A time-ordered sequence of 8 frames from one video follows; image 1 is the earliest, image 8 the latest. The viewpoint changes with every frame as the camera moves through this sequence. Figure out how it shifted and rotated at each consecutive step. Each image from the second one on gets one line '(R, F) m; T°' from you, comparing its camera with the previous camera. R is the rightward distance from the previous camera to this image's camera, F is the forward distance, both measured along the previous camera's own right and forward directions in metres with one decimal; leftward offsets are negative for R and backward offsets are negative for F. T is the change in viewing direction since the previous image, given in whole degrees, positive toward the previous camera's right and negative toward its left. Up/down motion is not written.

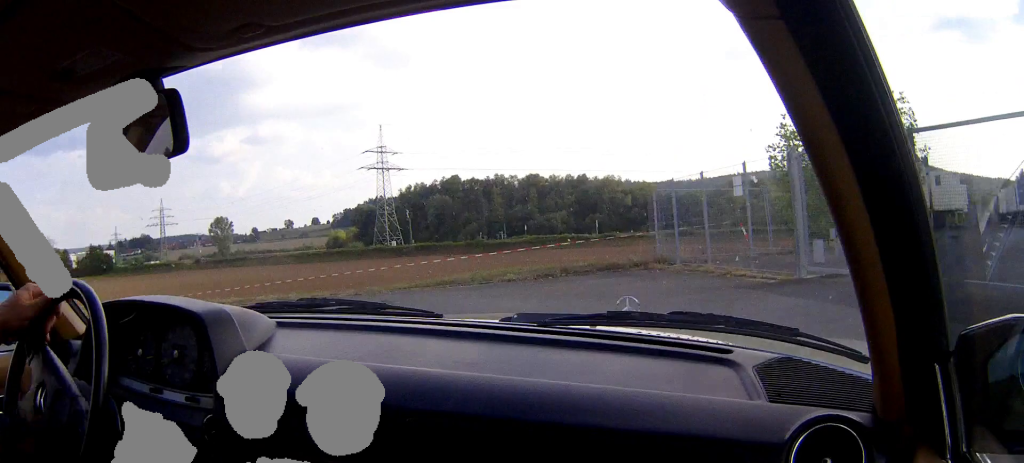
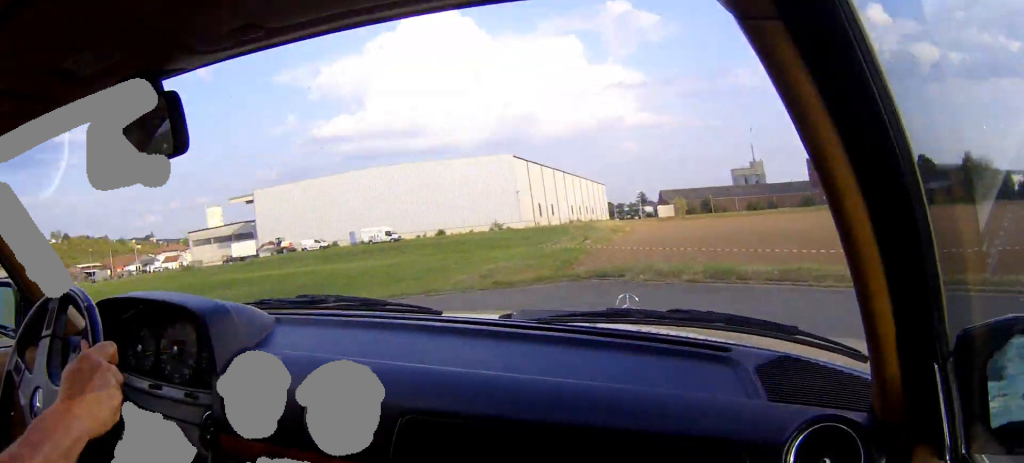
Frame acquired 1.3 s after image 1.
(-0.9, +7.5) m; -54°
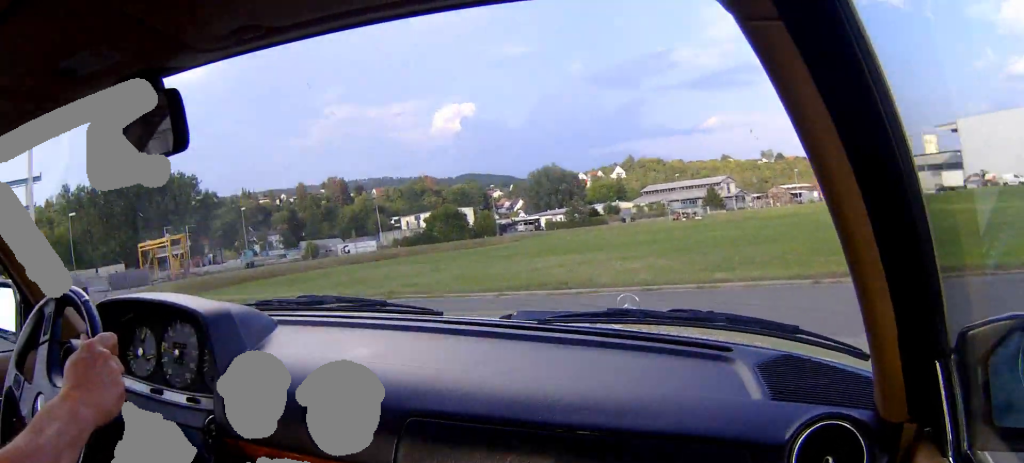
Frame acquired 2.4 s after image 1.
(-2.9, +2.9) m; -72°
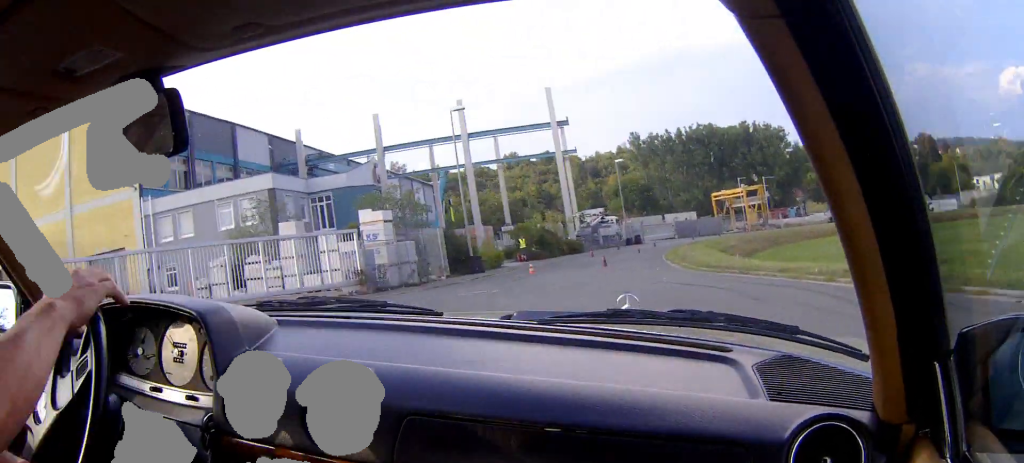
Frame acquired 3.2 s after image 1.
(-2.2, +4.5) m; -37°
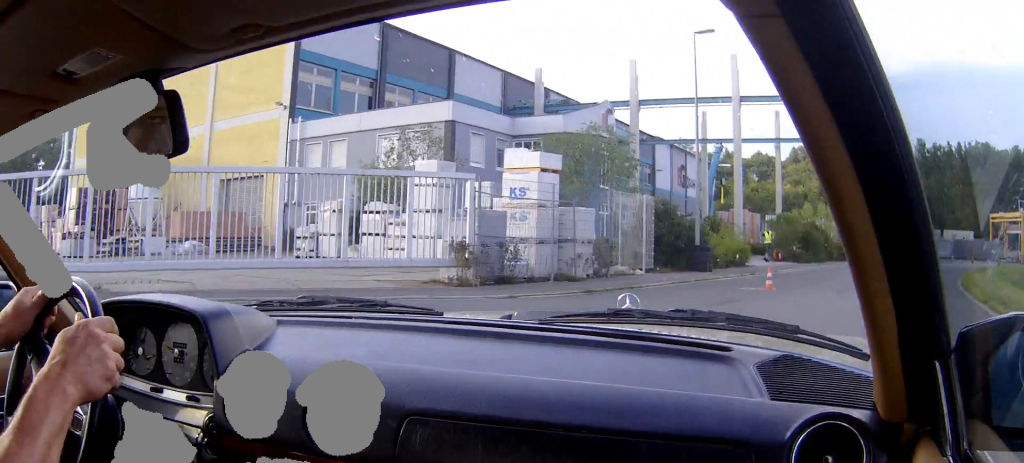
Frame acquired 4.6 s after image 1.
(-3.7, +11.1) m; -22°
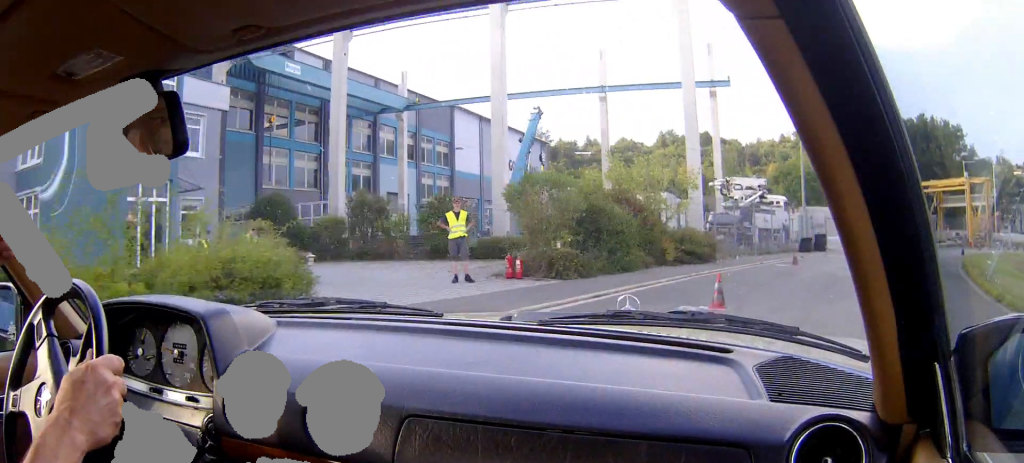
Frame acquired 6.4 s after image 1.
(+1.5, +20.4) m; +8°
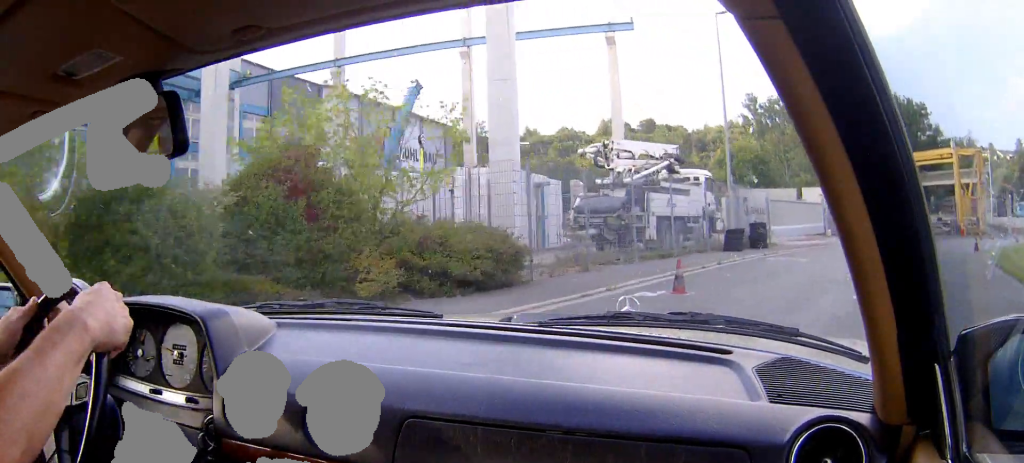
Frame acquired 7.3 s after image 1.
(+0.3, +12.4) m; +5°
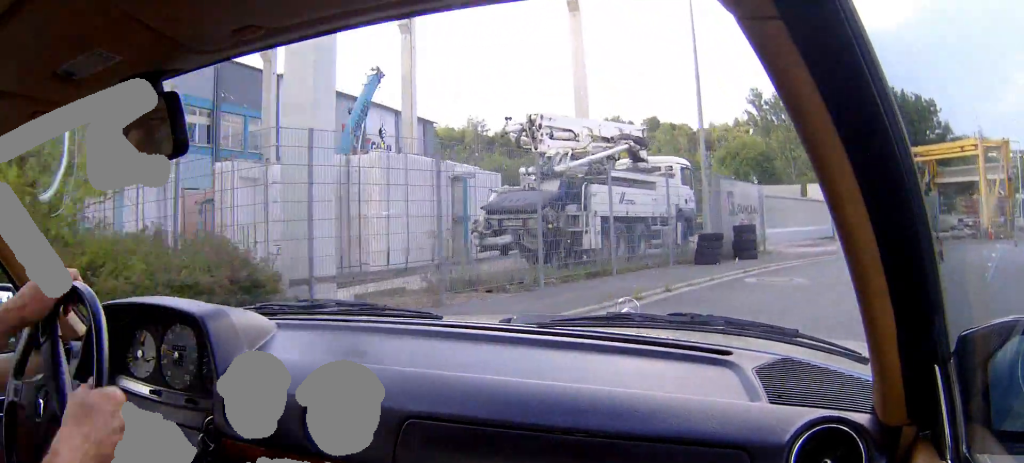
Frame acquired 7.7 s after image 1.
(-0.3, +6.4) m; +4°
